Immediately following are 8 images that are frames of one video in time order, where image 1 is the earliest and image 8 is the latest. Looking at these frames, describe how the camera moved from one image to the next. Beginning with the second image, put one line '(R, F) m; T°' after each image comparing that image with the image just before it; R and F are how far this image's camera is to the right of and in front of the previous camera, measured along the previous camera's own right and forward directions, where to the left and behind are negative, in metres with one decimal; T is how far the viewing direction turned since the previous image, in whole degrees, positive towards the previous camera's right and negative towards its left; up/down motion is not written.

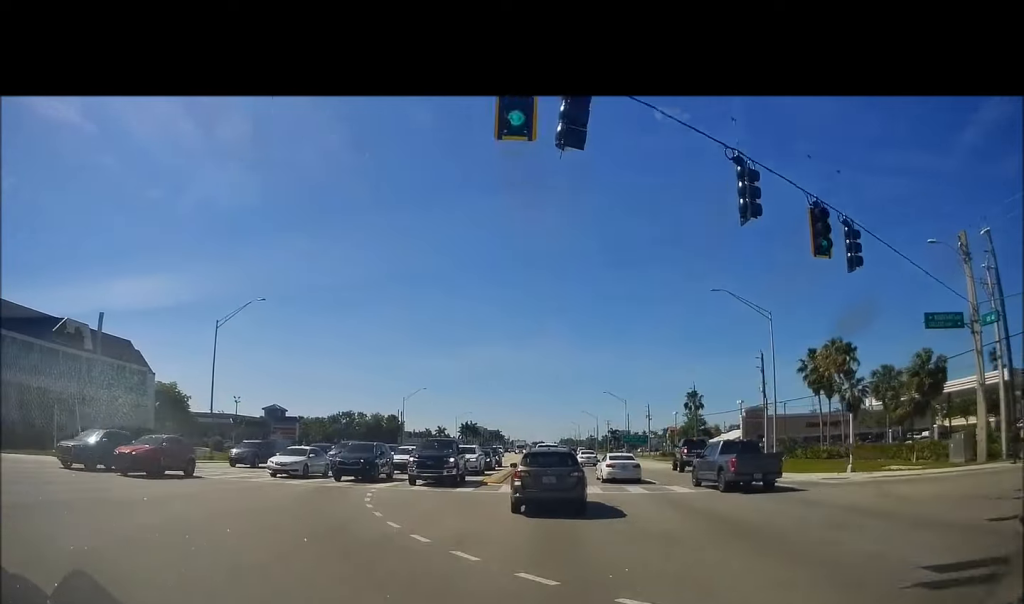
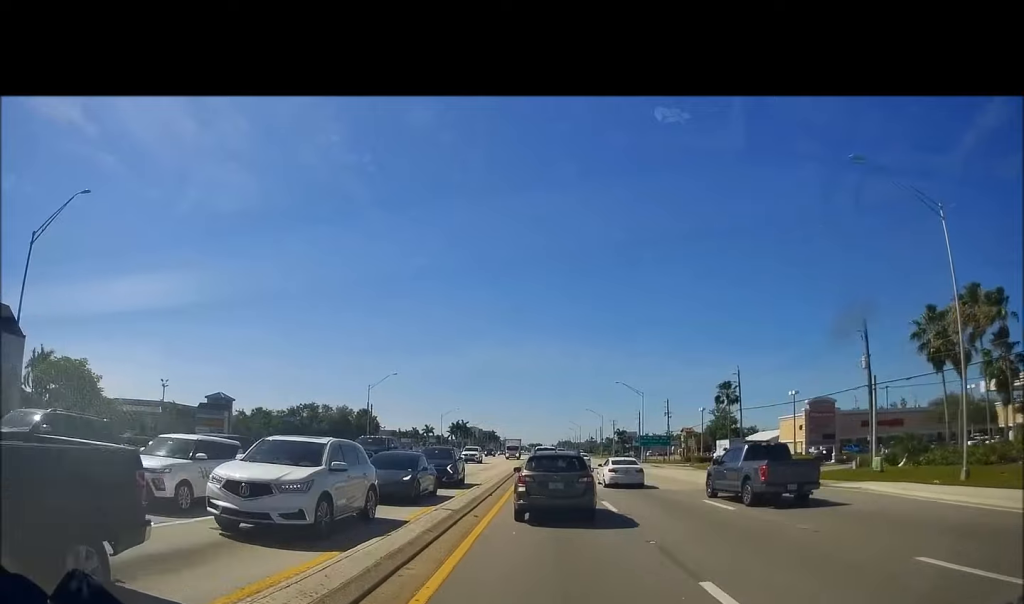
(0.0, +24.2) m; +1°
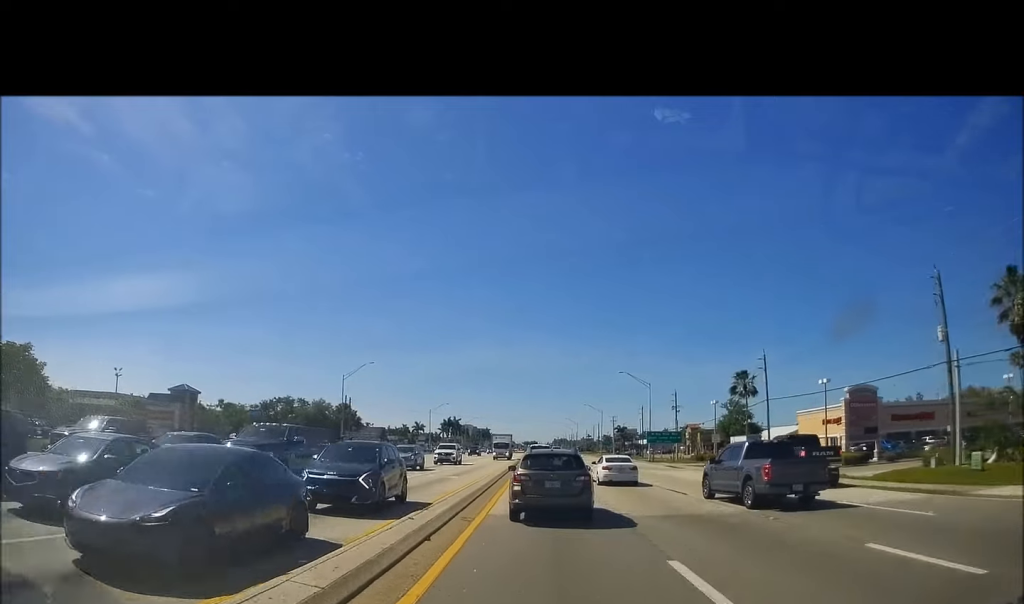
(+0.2, +11.0) m; +1°
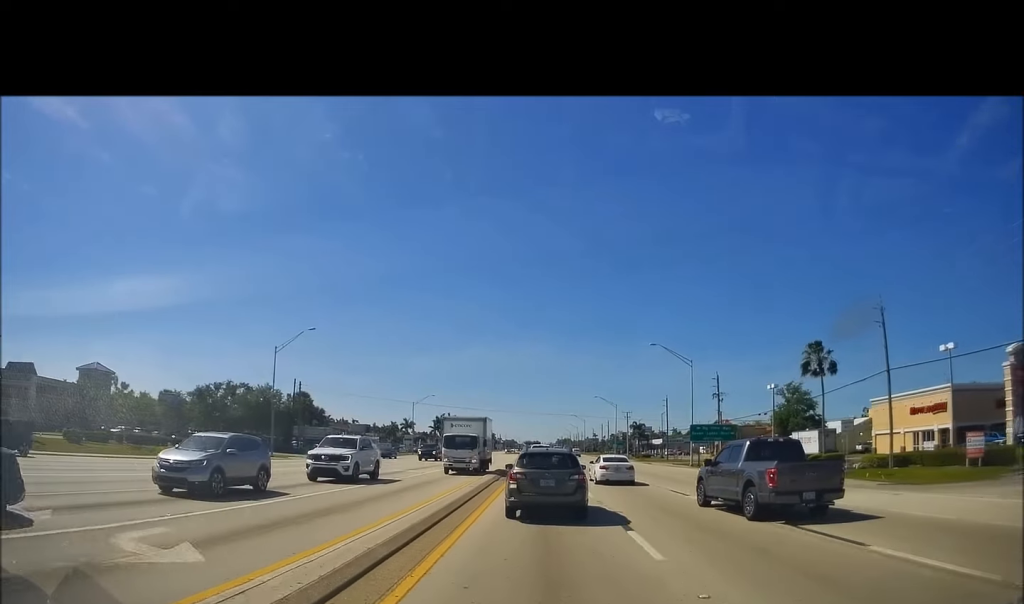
(0.0, +24.7) m; 0°
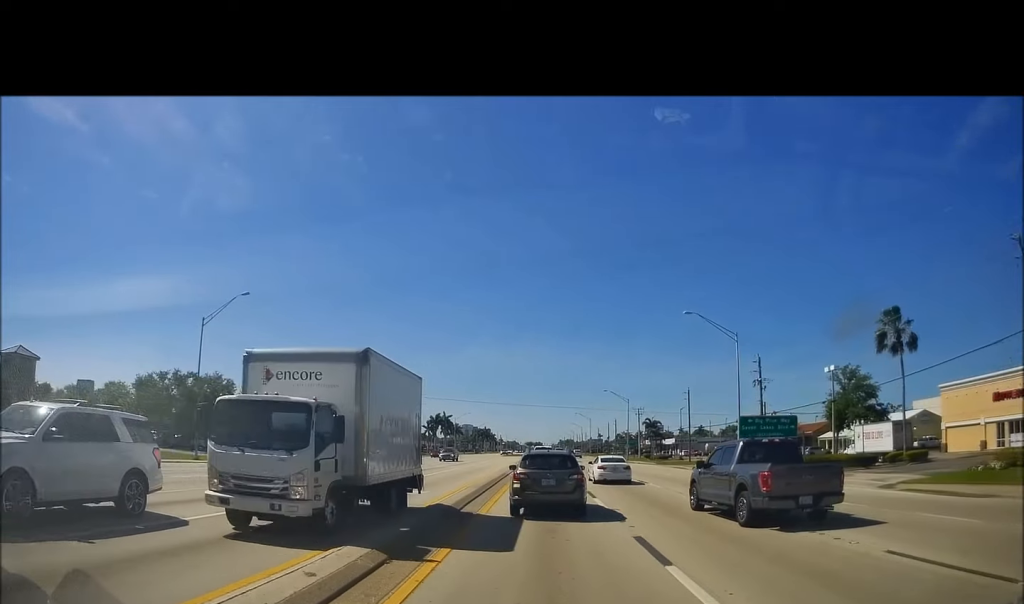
(0.0, +15.8) m; 0°
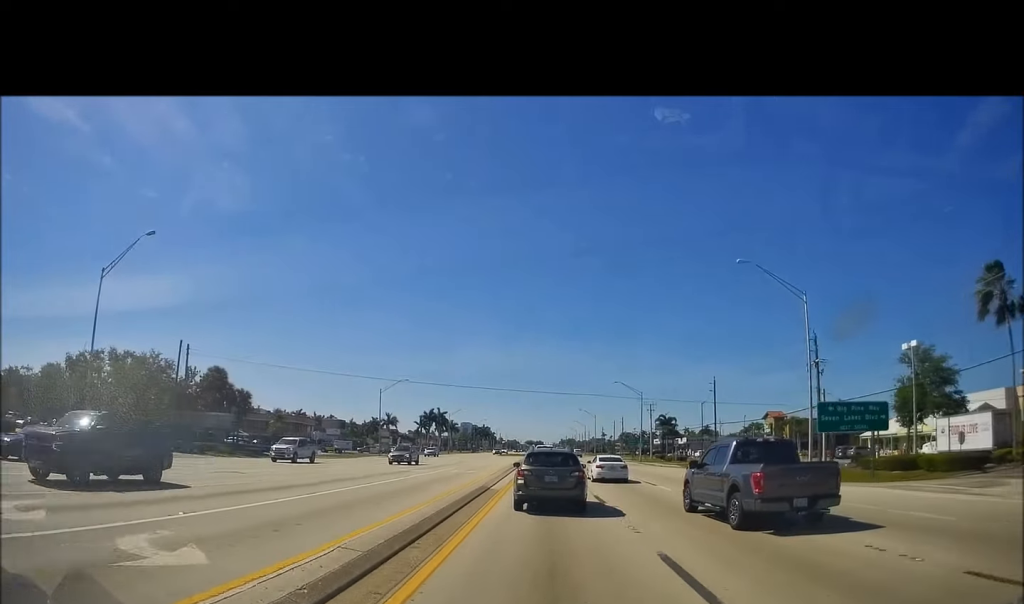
(0.0, +14.2) m; -1°
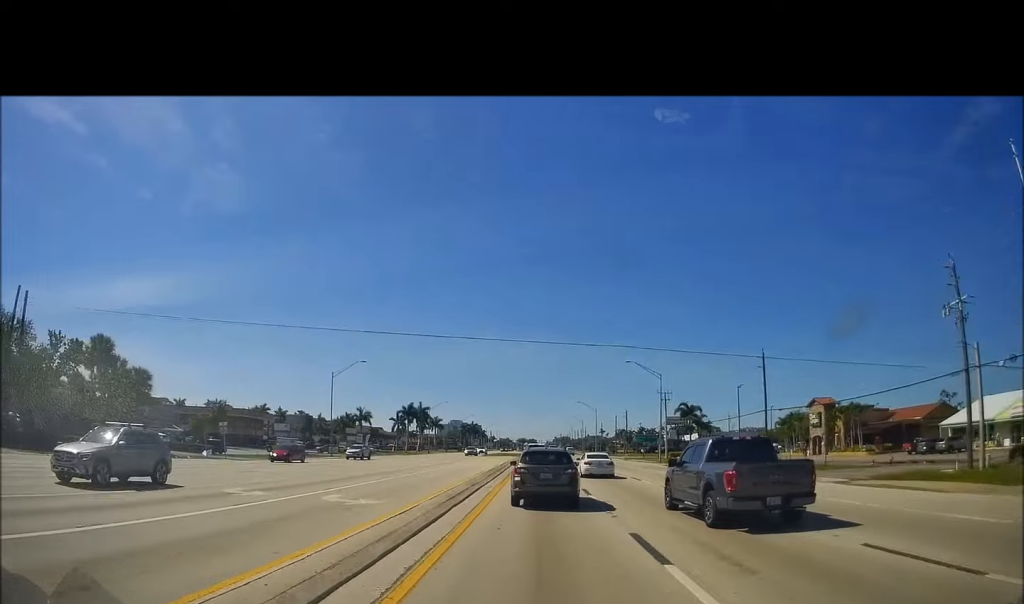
(-0.4, +21.4) m; -1°
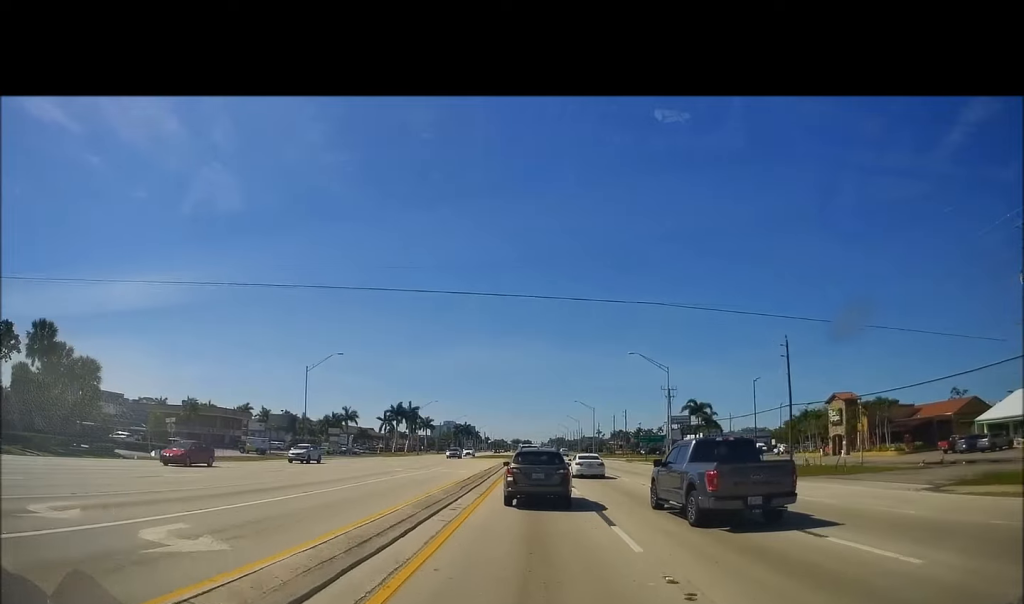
(-0.1, +7.8) m; 0°
